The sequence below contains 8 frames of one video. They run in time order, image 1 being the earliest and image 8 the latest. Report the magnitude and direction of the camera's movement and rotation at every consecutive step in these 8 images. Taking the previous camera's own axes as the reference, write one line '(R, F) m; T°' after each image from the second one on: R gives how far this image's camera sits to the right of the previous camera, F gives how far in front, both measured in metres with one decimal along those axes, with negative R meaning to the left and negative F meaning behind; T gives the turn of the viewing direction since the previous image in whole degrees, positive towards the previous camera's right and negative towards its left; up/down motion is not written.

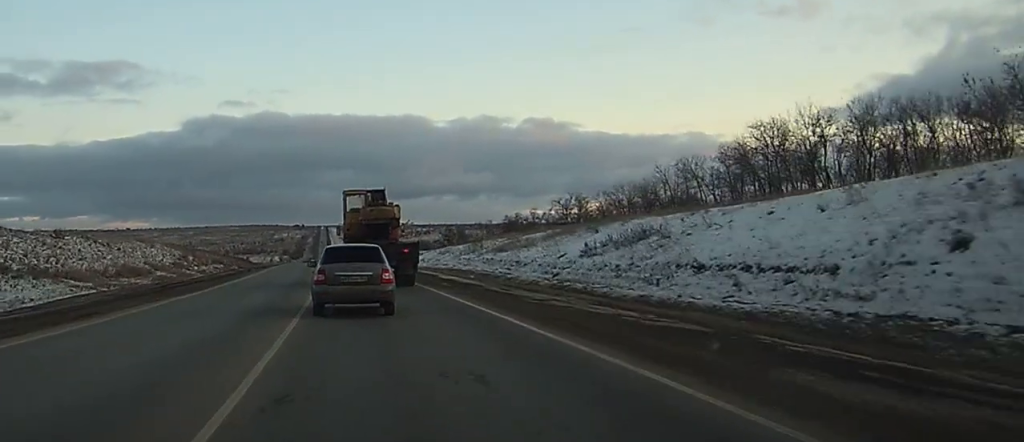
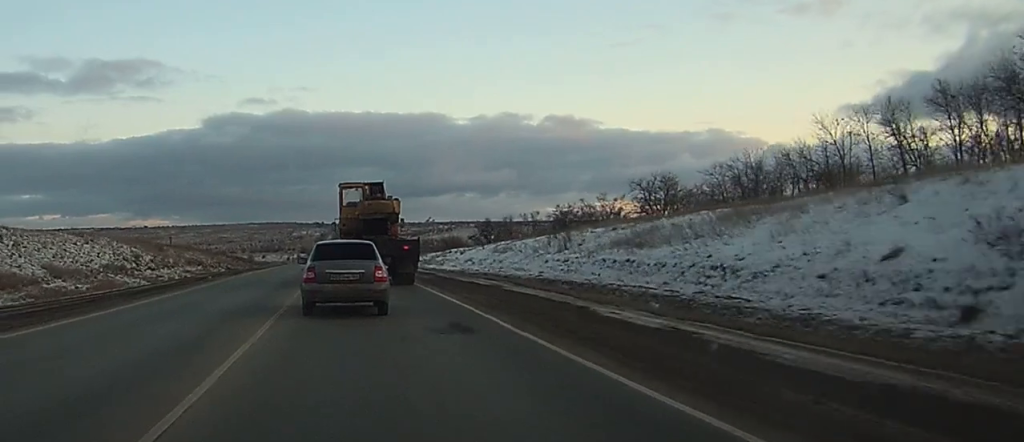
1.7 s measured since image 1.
(-0.2, +28.5) m; -1°
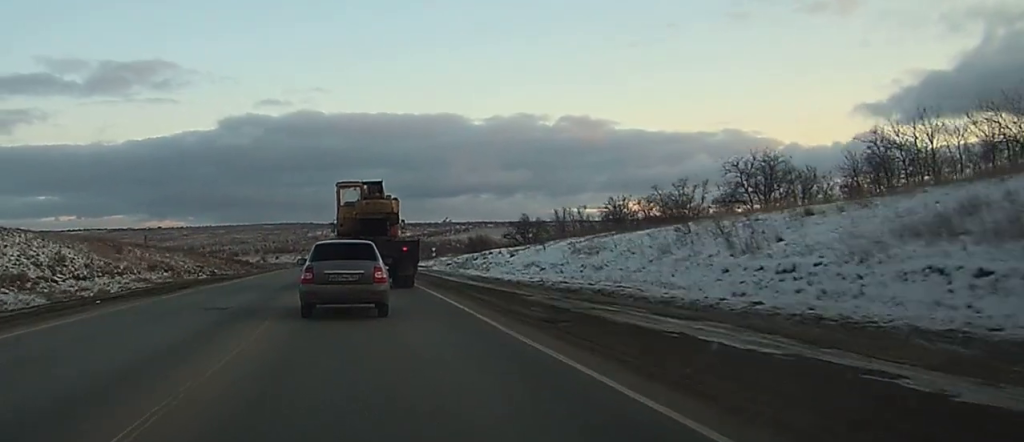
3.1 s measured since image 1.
(-0.2, +21.4) m; -1°
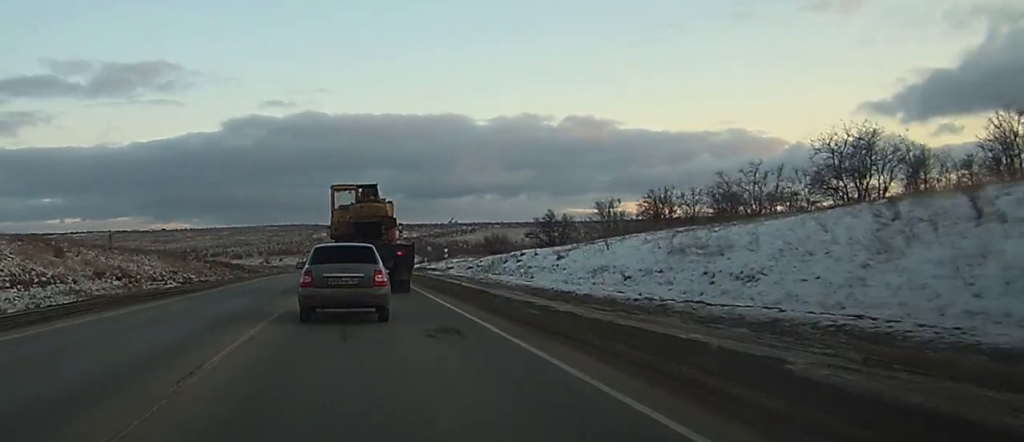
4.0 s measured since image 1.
(-0.1, +14.7) m; -1°
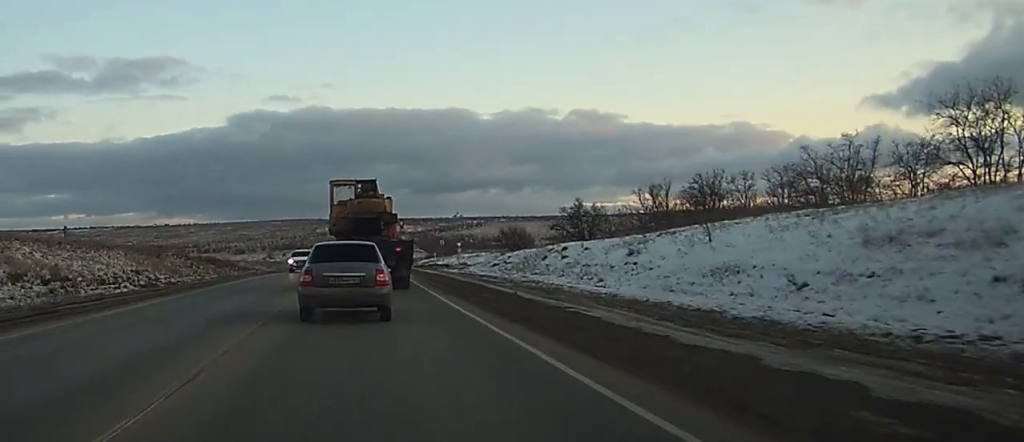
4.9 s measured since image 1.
(-0.1, +13.5) m; -1°
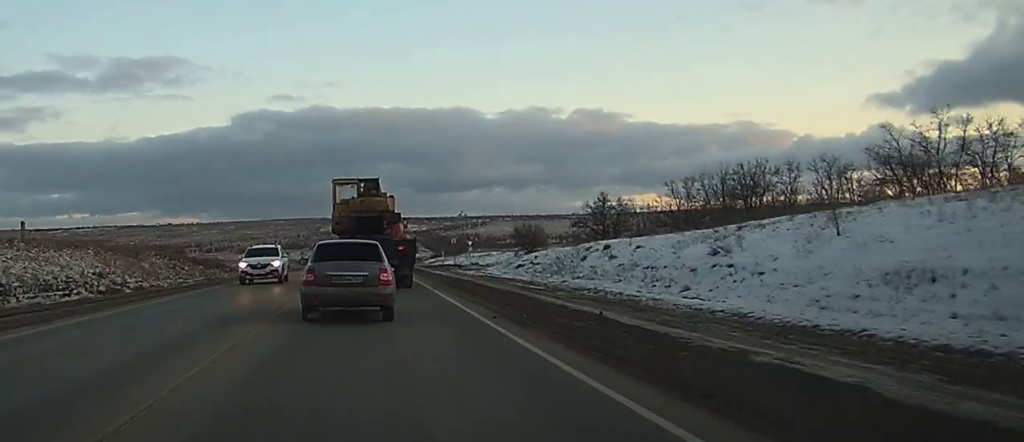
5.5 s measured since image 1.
(-0.1, +9.2) m; 0°
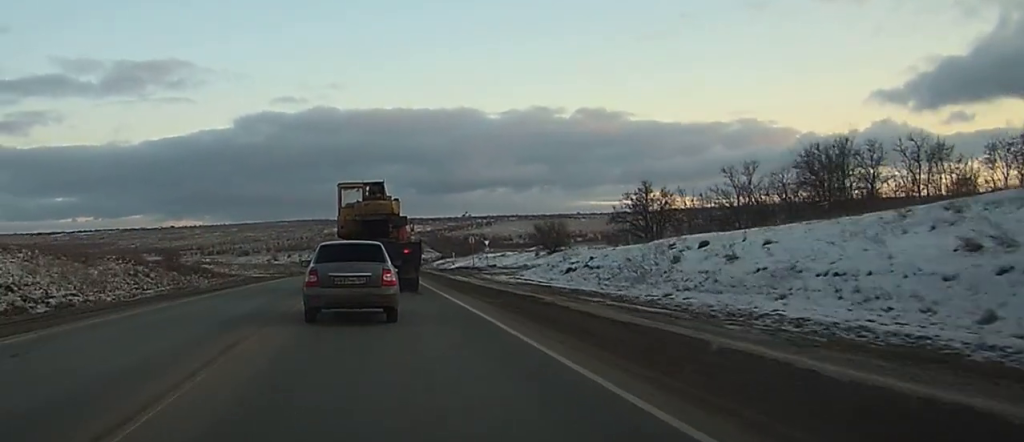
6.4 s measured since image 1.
(0.0, +13.7) m; 0°
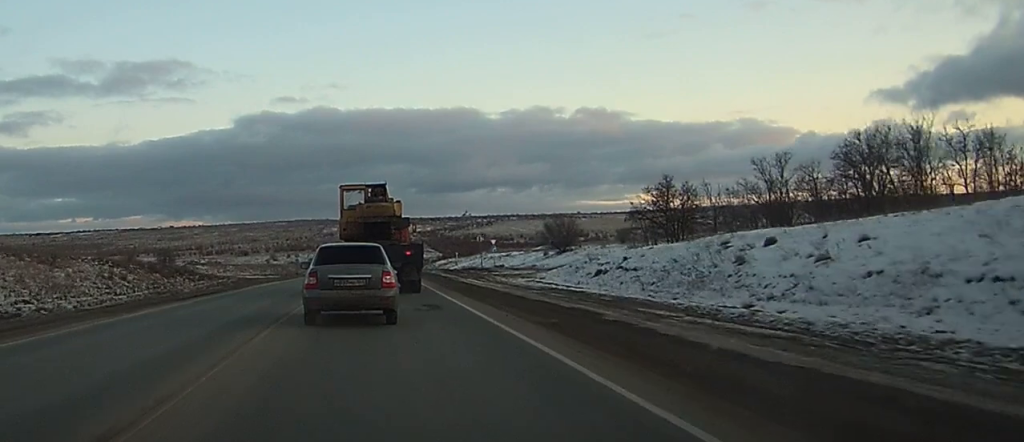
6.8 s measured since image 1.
(0.0, +6.1) m; 0°
